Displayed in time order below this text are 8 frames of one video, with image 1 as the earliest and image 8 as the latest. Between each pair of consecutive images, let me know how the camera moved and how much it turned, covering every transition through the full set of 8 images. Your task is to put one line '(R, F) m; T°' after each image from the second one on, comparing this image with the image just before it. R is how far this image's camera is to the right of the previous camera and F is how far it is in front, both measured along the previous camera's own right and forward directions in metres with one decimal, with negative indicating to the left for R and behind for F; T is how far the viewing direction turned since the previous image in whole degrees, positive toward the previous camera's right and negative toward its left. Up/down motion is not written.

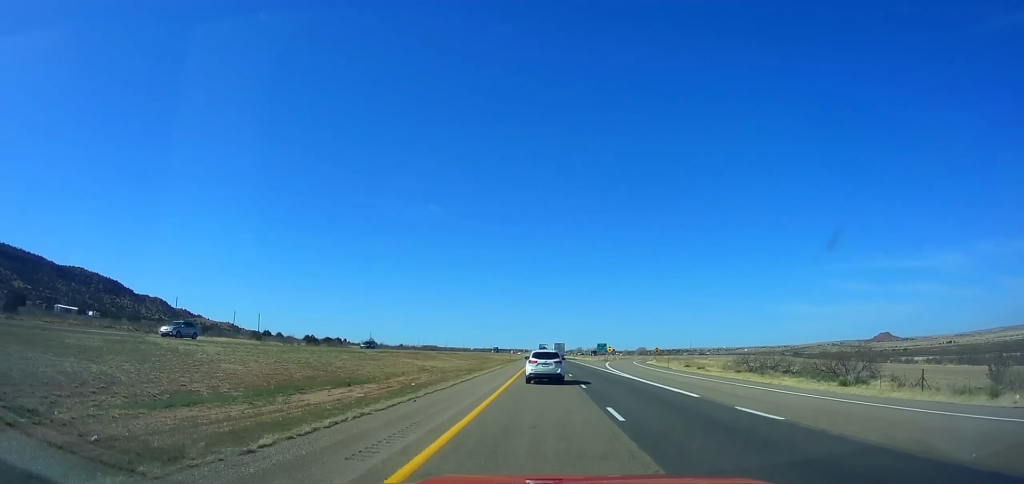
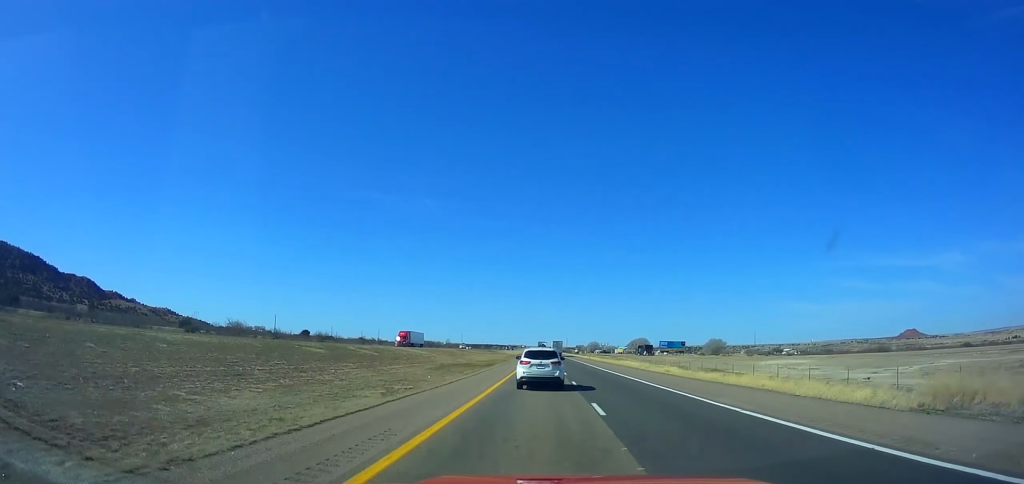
(-2.1, +229.3) m; 0°
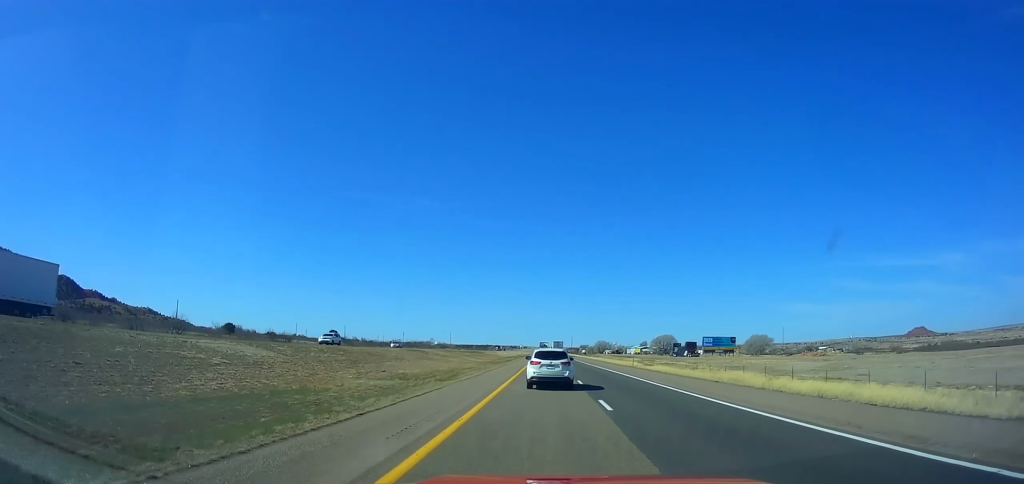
(+0.1, +60.4) m; 0°
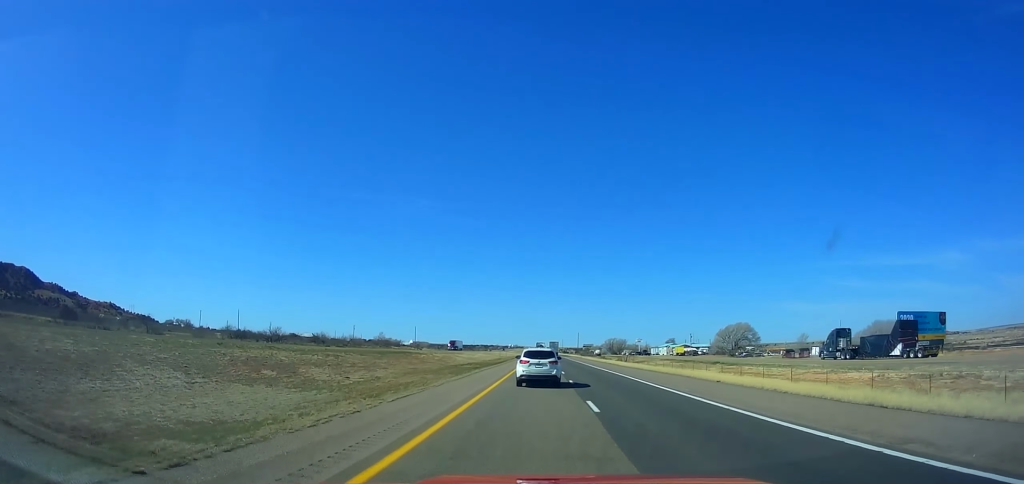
(+0.3, +98.5) m; 0°
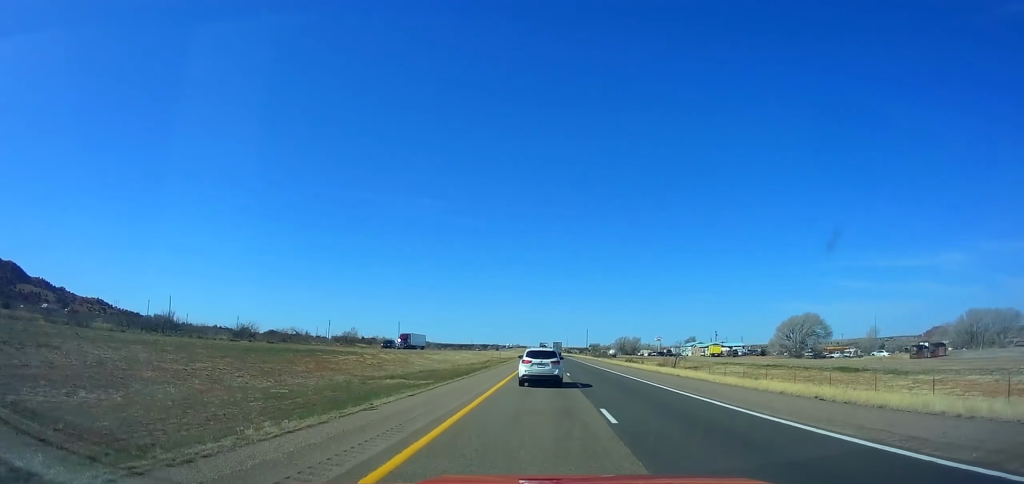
(+0.1, +38.6) m; 0°
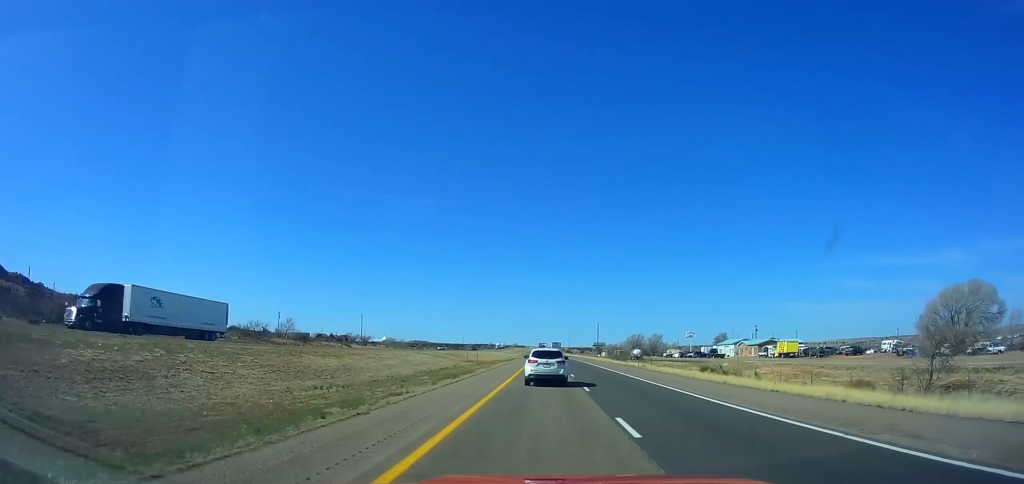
(-0.2, +50.5) m; 0°
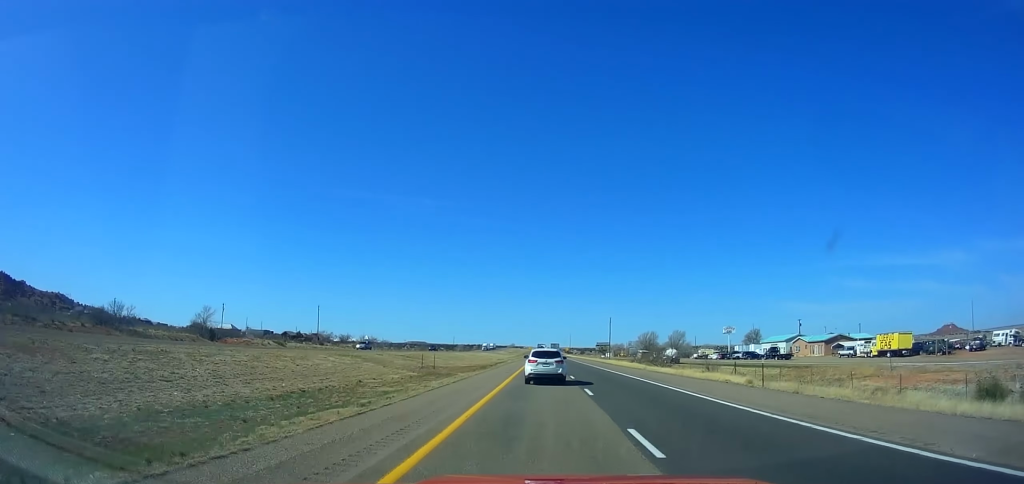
(-0.3, +38.6) m; 0°
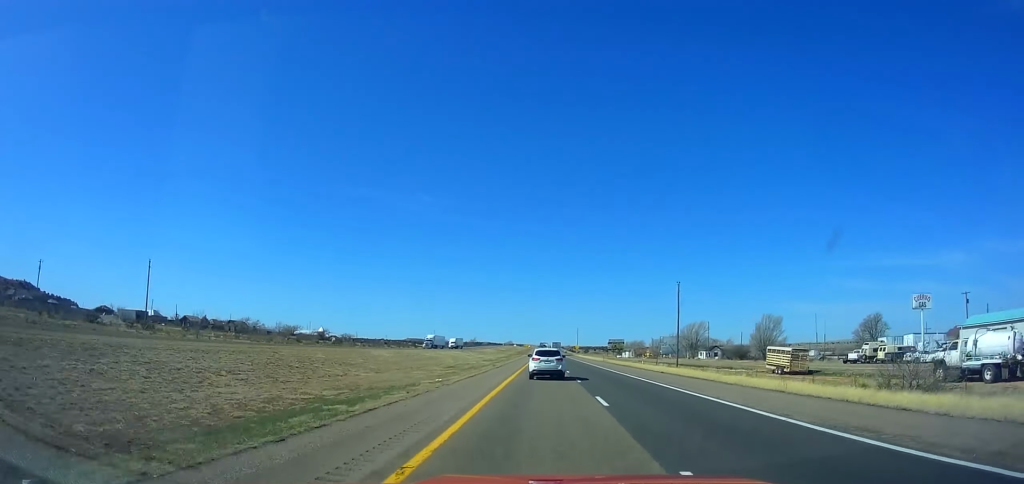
(+0.4, +77.7) m; 0°
